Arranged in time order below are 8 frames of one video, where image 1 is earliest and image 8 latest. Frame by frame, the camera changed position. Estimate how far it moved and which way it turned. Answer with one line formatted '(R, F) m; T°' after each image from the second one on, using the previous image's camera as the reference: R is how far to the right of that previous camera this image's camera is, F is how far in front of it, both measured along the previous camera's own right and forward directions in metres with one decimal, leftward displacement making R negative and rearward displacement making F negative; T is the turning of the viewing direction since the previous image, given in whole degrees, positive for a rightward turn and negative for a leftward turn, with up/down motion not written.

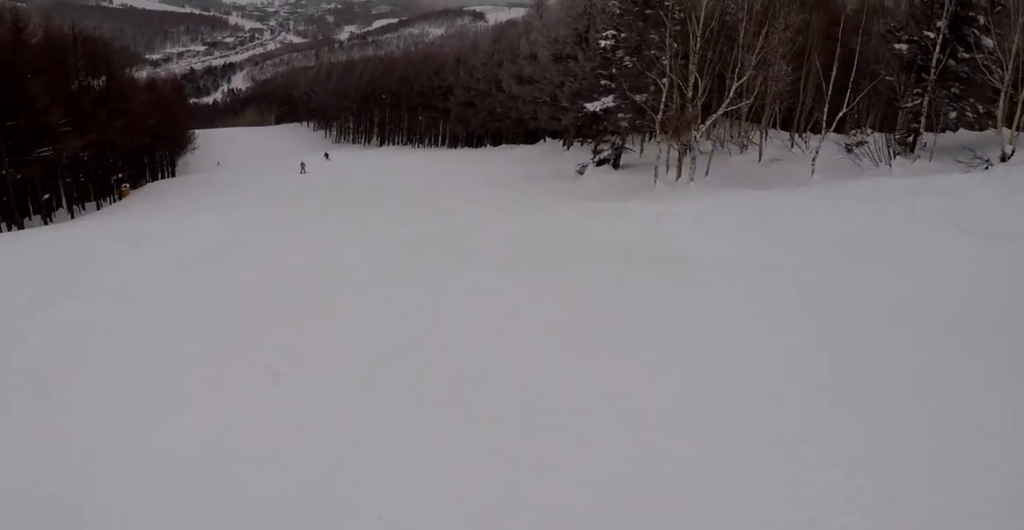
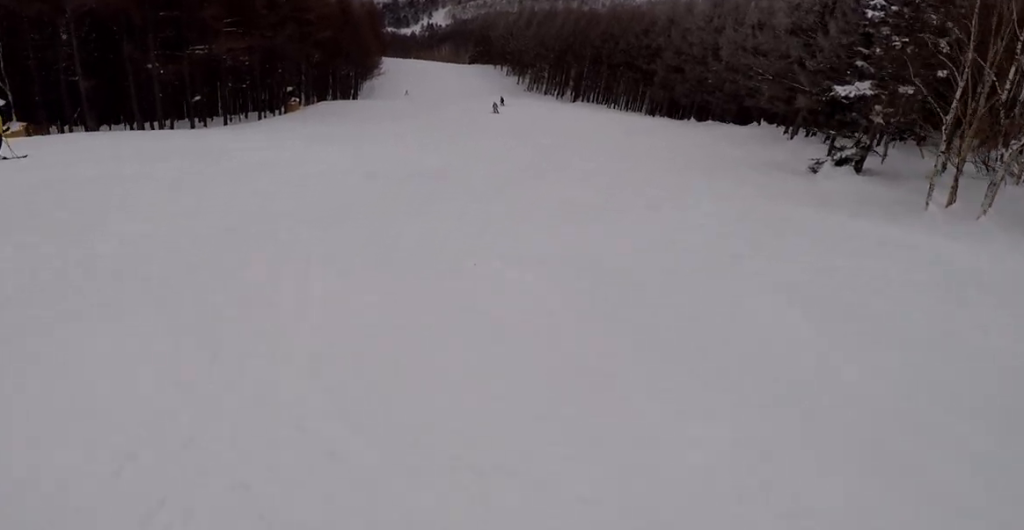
(-1.1, +8.2) m; -7°
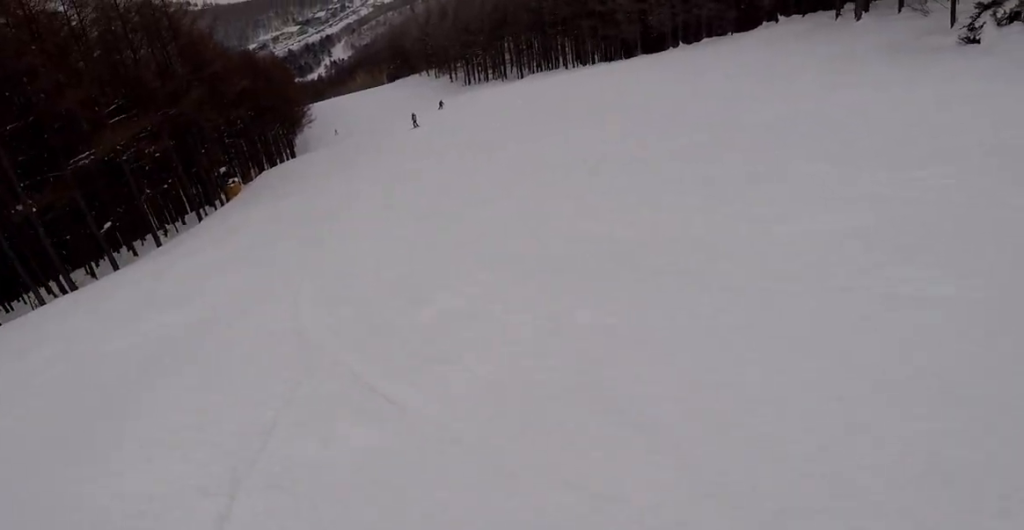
(+0.5, +14.5) m; +10°
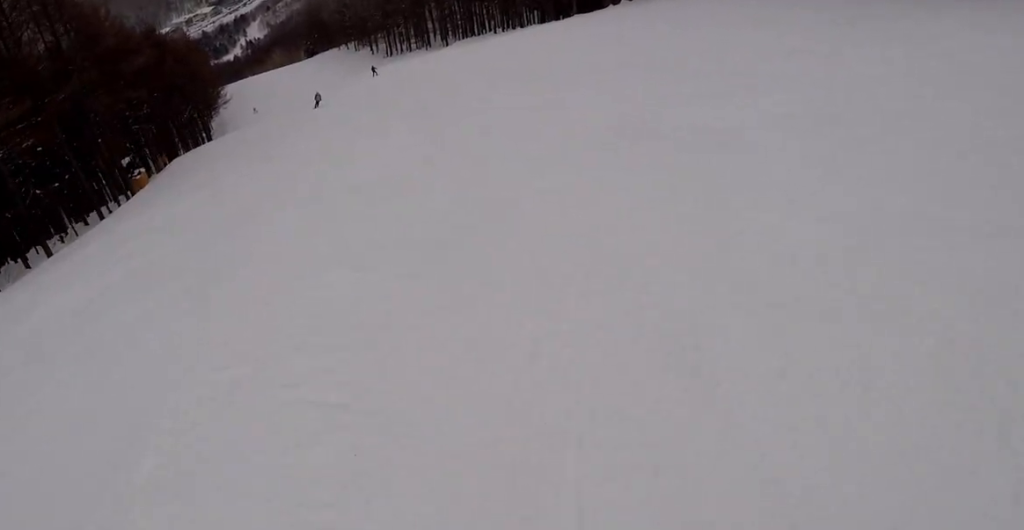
(+0.5, +5.6) m; +8°
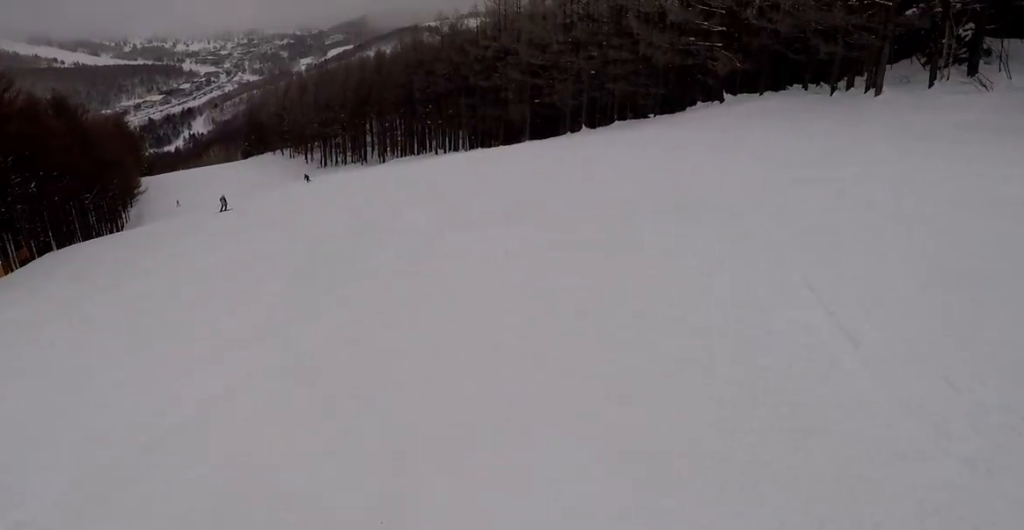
(+1.2, +10.3) m; +3°
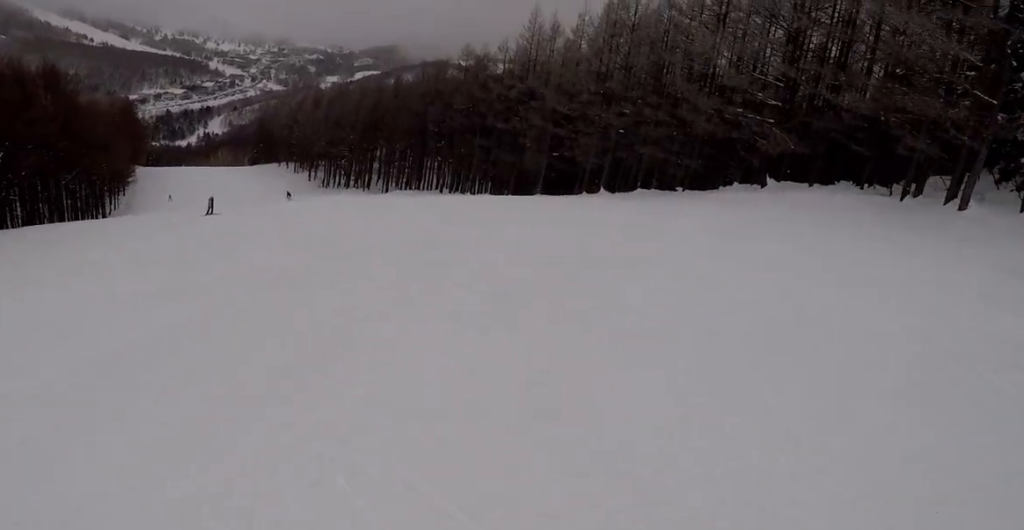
(-0.1, +5.4) m; -6°
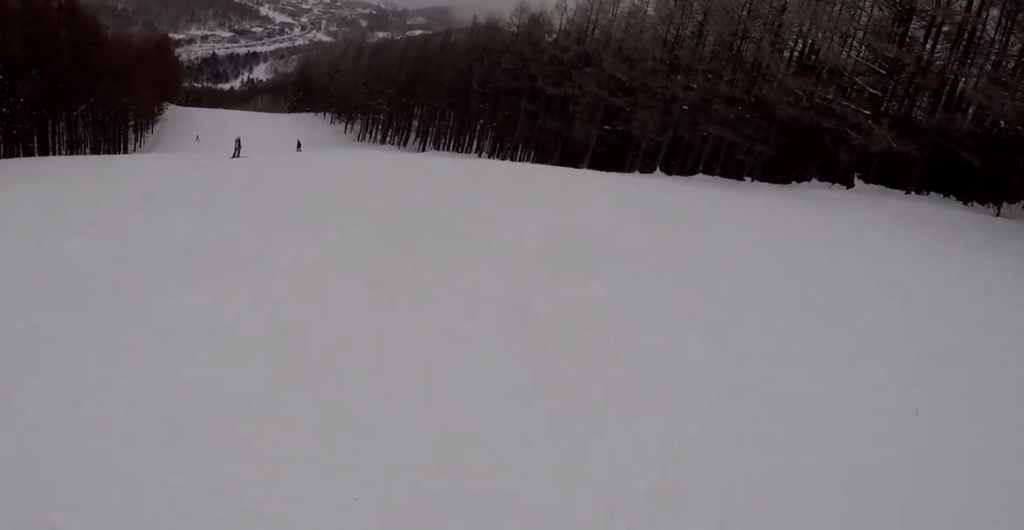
(-0.2, +5.1) m; -10°
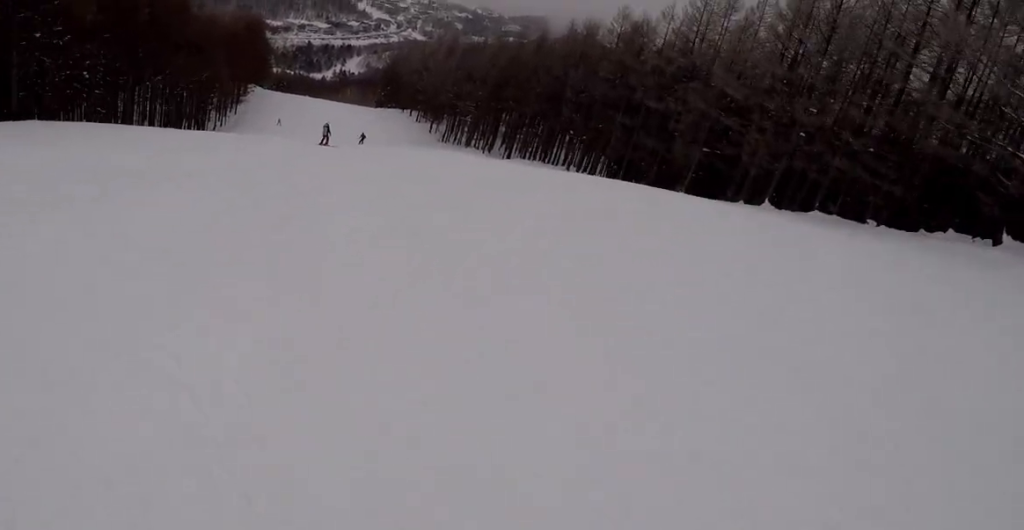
(-0.3, +4.2) m; -6°
